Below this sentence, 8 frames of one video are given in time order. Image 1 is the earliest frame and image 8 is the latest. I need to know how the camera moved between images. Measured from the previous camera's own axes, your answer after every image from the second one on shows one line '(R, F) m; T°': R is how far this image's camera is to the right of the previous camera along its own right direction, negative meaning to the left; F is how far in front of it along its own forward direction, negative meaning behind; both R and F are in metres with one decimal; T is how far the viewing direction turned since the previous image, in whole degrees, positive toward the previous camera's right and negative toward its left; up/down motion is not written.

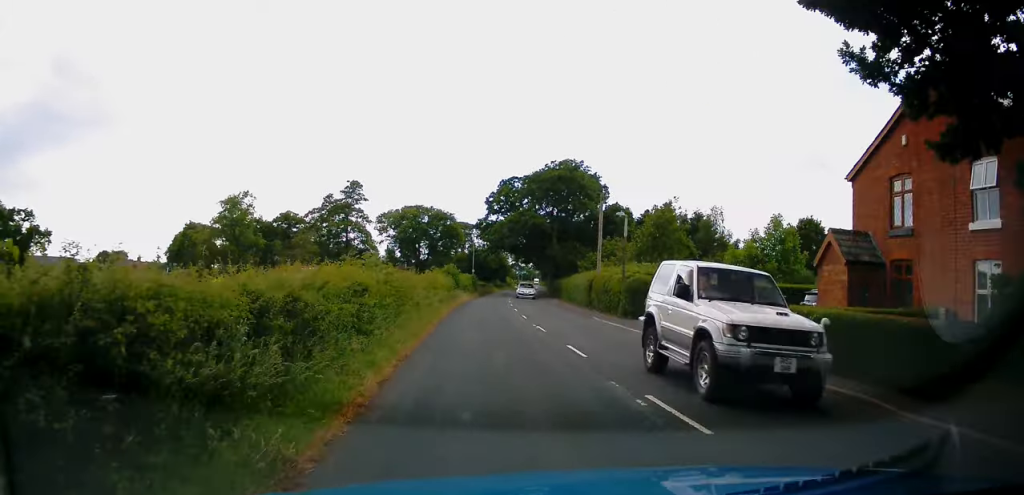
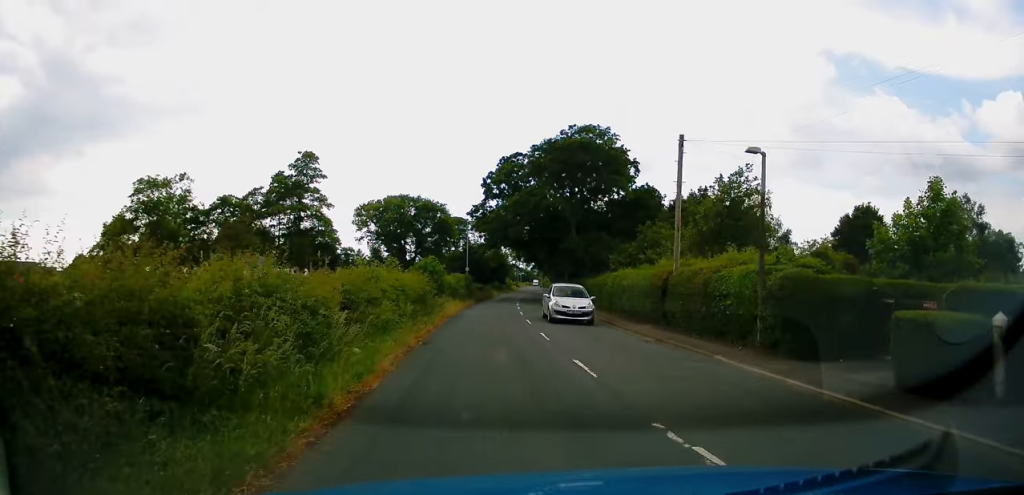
(+0.5, +14.2) m; +2°
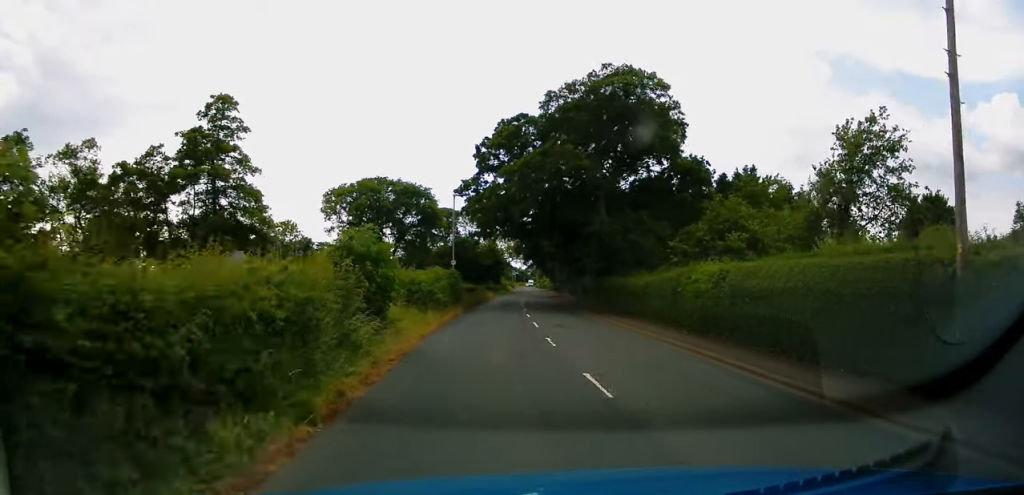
(0.0, +13.8) m; 0°
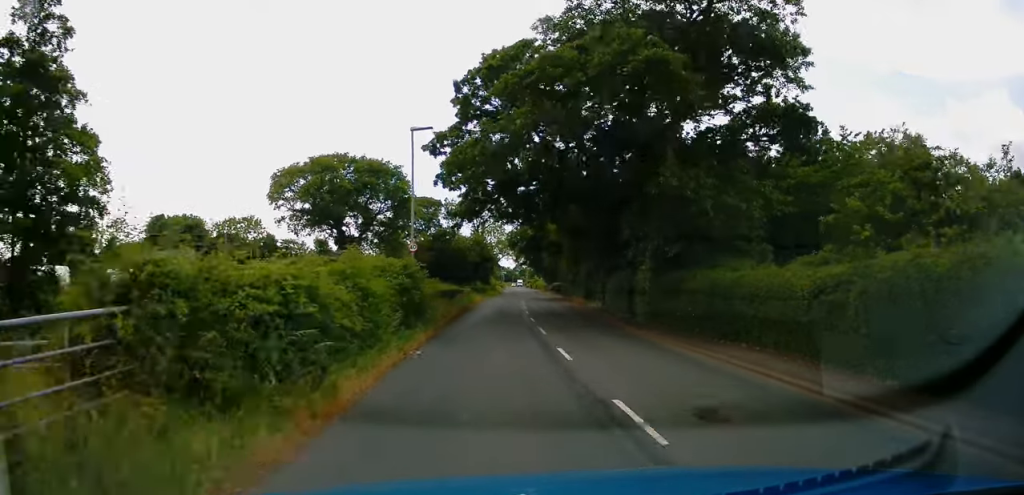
(0.0, +14.3) m; 0°
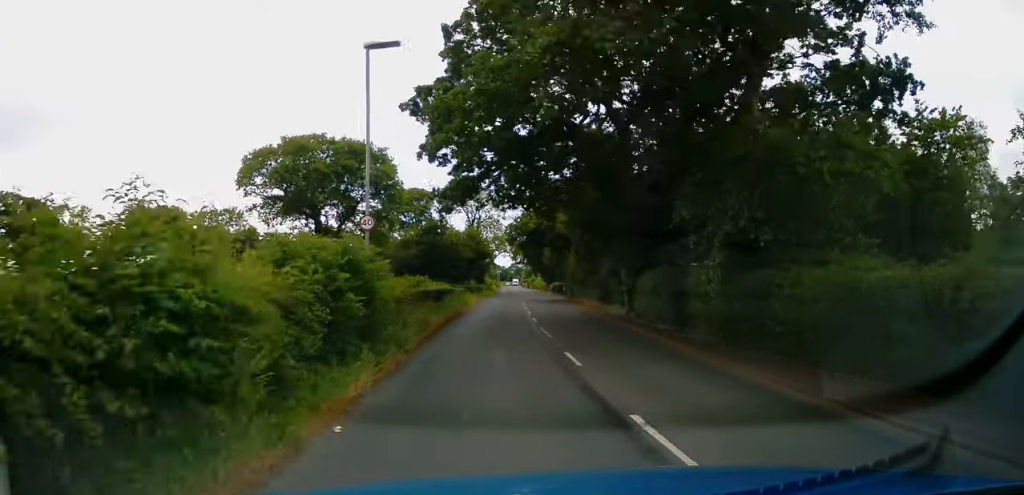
(0.0, +6.8) m; 0°
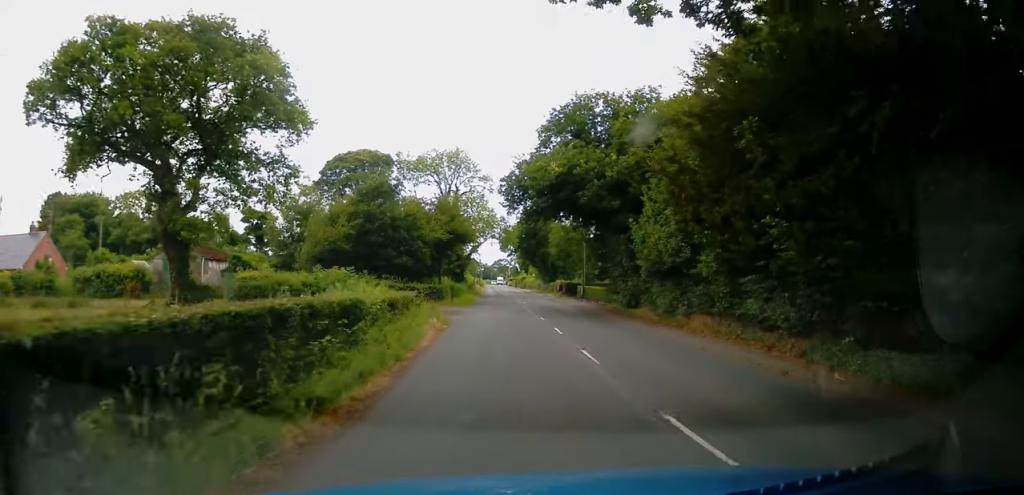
(+0.7, +24.2) m; +4°
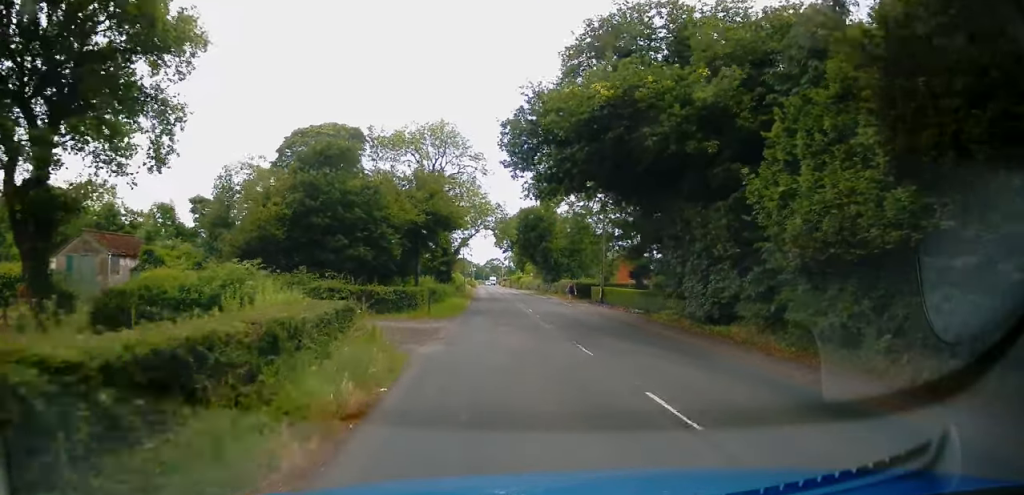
(+0.2, +10.8) m; +1°
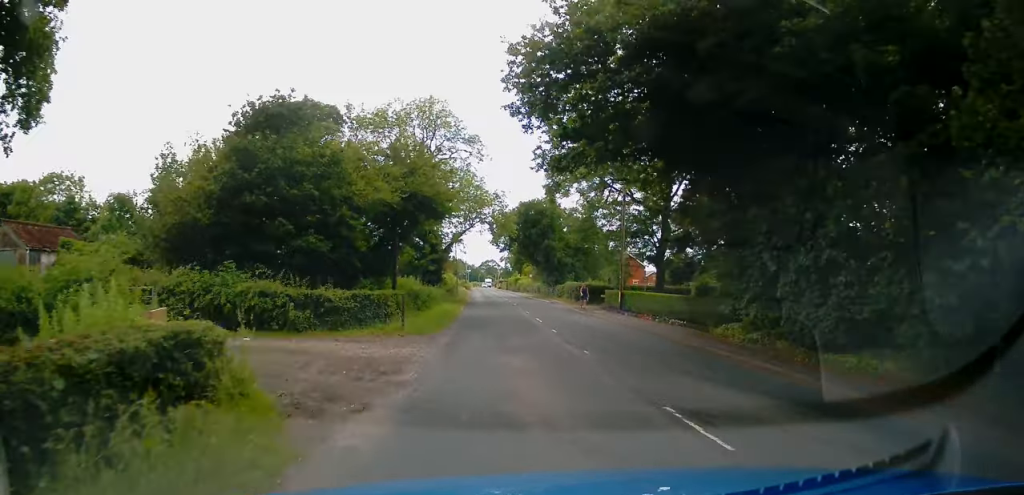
(0.0, +6.5) m; 0°
